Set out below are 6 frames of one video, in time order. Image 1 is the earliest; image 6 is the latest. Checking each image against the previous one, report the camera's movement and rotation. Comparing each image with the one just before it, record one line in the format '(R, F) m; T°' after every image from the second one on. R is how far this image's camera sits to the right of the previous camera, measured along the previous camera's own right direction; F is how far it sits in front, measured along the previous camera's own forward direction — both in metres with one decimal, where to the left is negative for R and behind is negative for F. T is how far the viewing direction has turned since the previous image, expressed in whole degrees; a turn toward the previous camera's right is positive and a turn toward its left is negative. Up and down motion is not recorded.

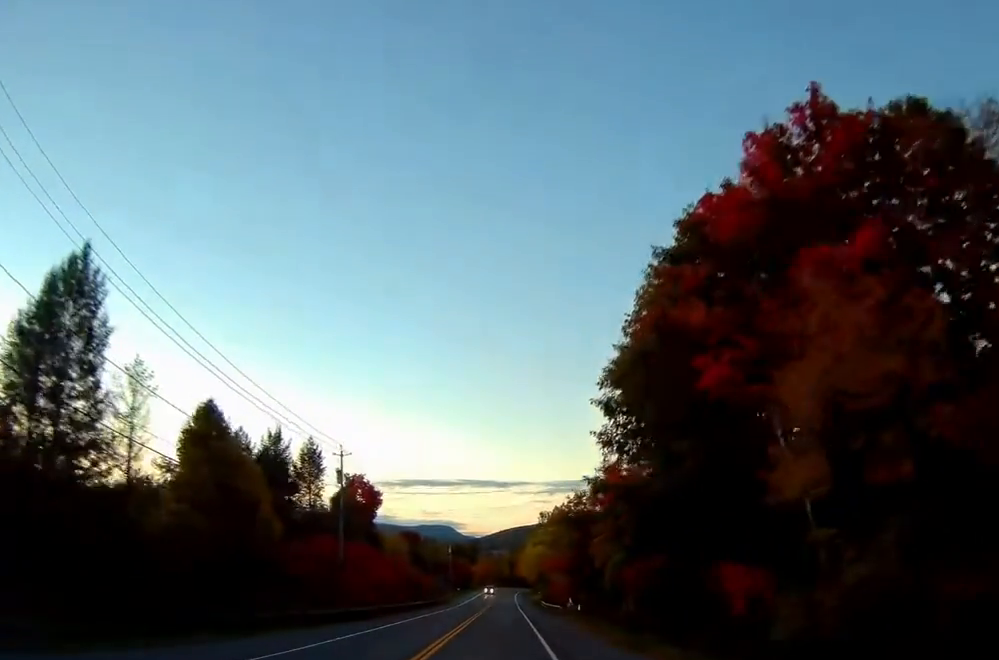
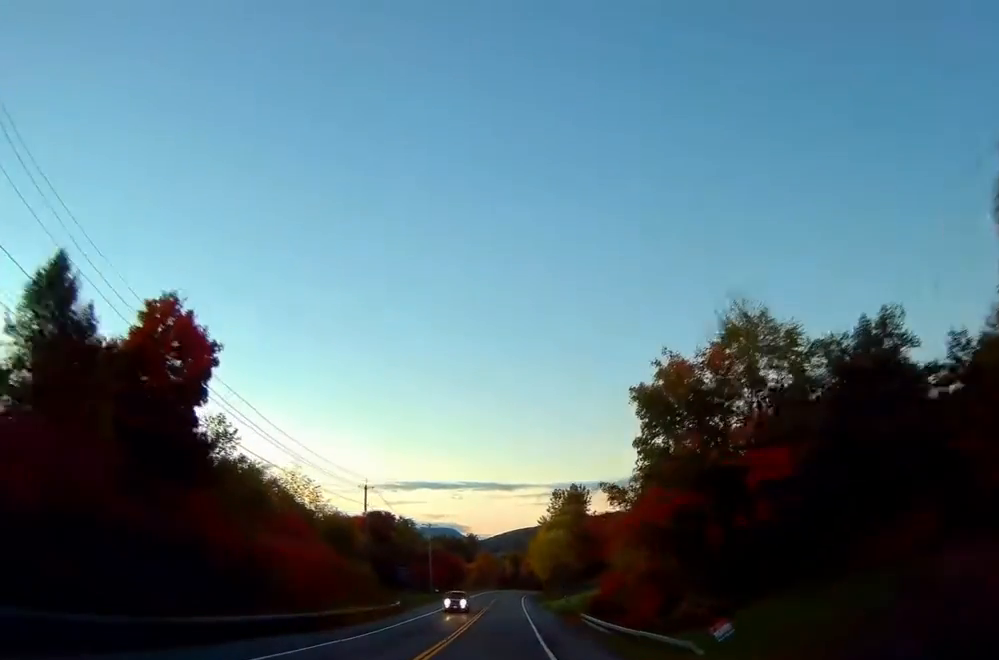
(-0.6, +49.6) m; -1°
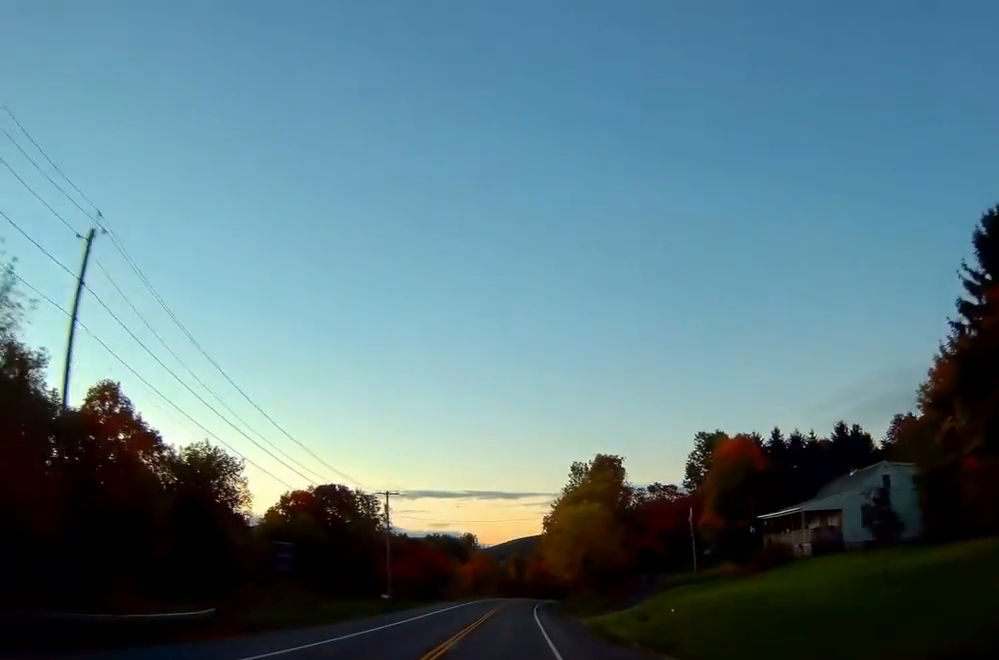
(+0.5, +42.7) m; +1°
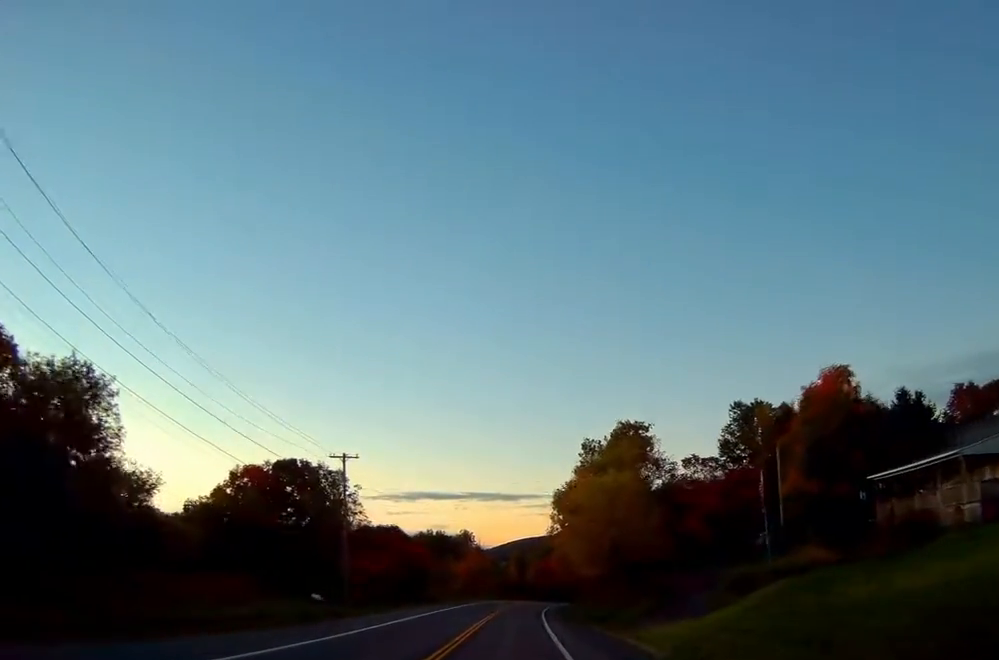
(-0.1, +19.7) m; 0°
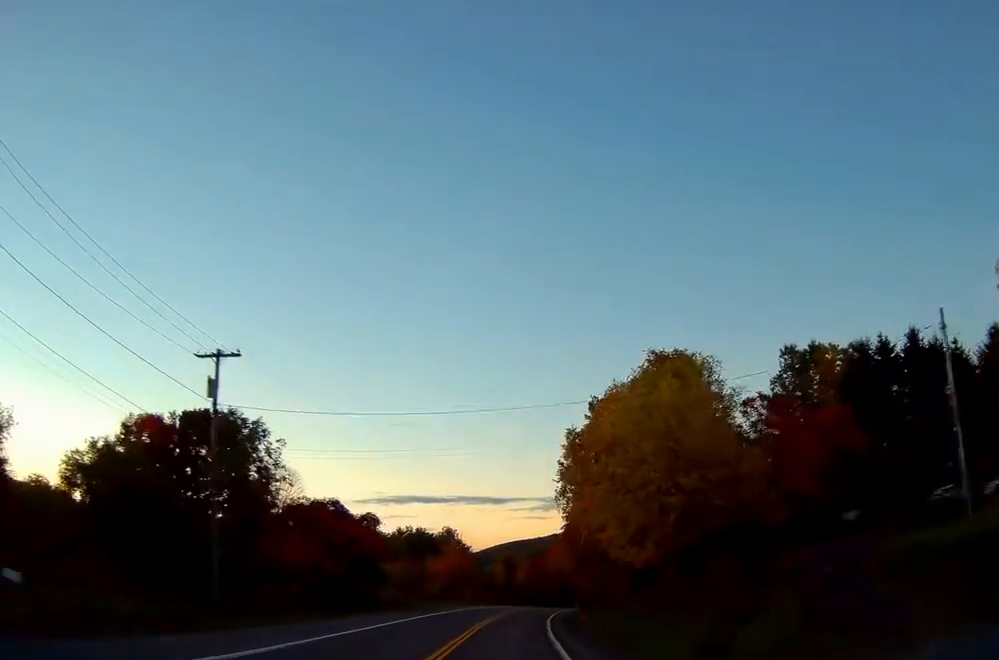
(0.0, +24.0) m; +1°
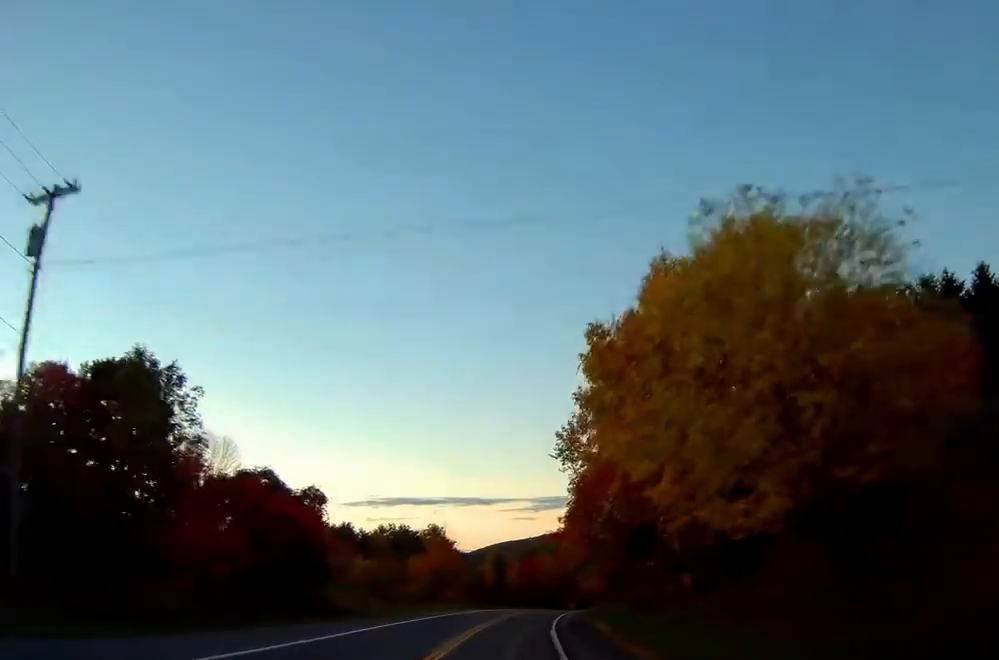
(+0.1, +14.5) m; +1°
